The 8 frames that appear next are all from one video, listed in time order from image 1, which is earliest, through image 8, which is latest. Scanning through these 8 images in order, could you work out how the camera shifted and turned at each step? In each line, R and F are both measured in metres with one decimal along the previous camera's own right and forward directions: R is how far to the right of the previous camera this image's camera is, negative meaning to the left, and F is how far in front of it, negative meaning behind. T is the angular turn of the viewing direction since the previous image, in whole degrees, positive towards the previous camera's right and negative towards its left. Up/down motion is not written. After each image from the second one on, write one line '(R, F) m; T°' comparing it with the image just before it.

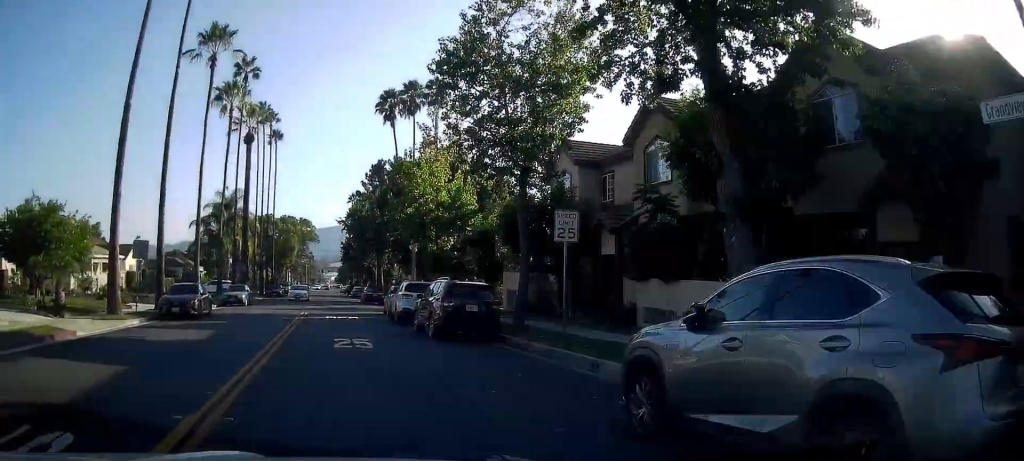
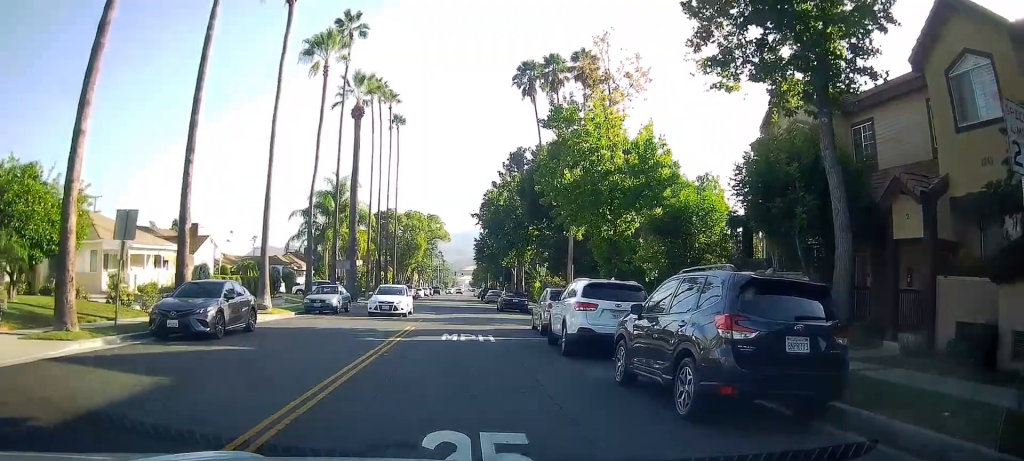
(-3.0, +9.7) m; -20°
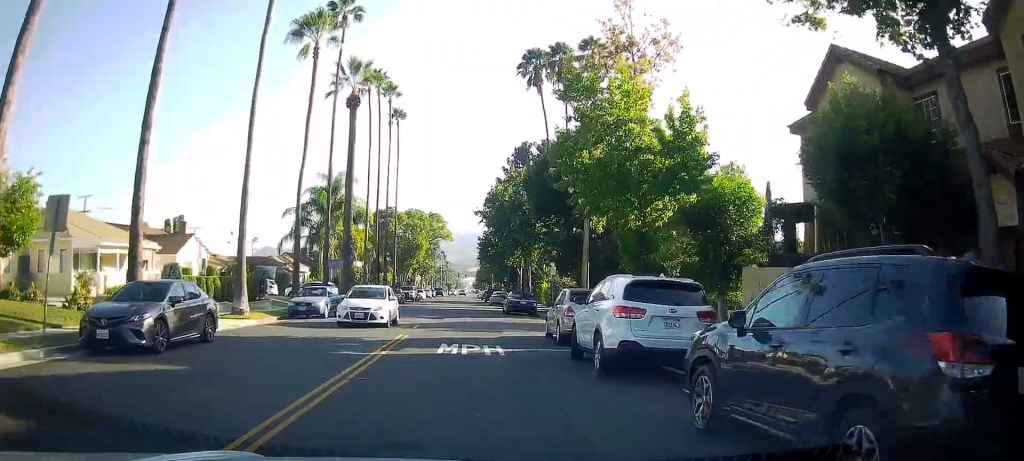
(-0.2, +3.3) m; -1°
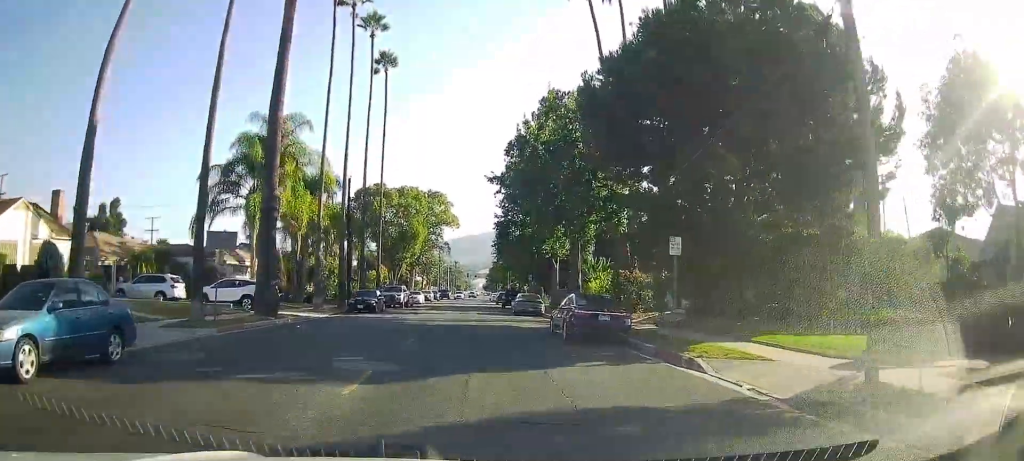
(+0.4, +19.4) m; -1°
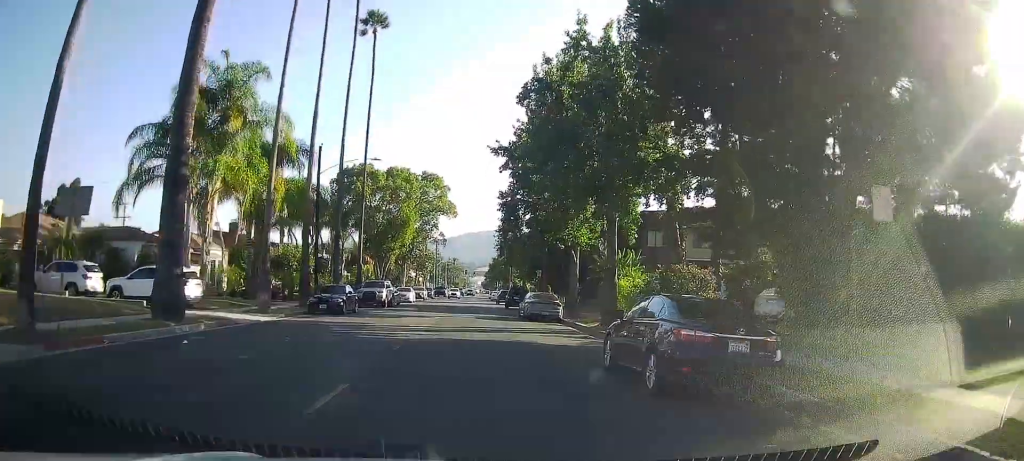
(0.0, +8.0) m; -1°
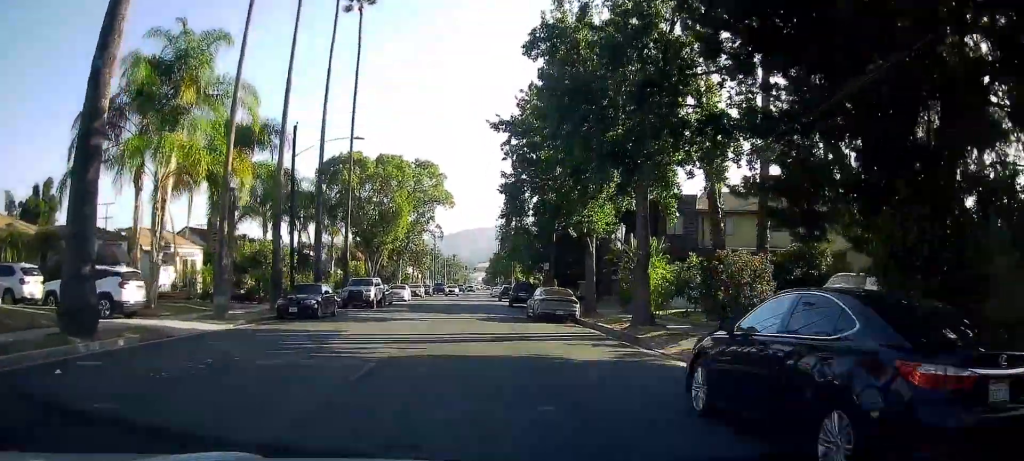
(0.0, +4.8) m; 0°
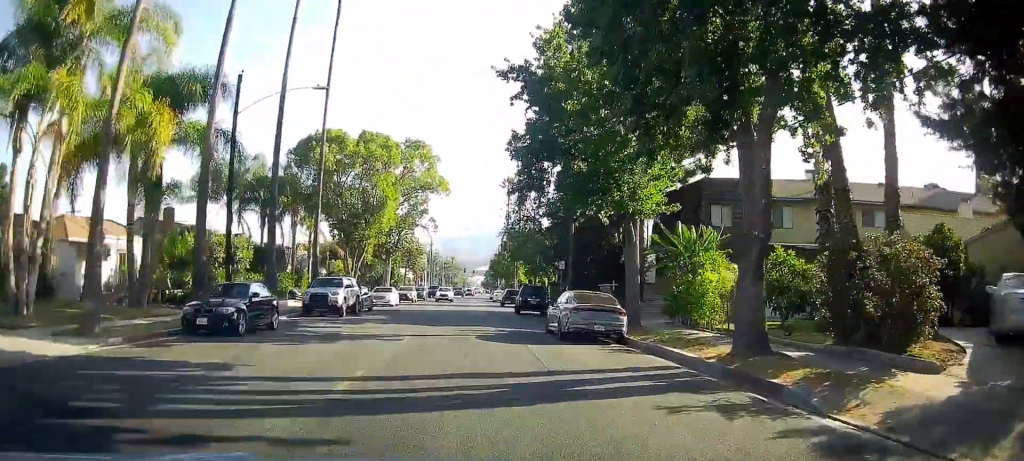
(0.0, +7.5) m; 0°
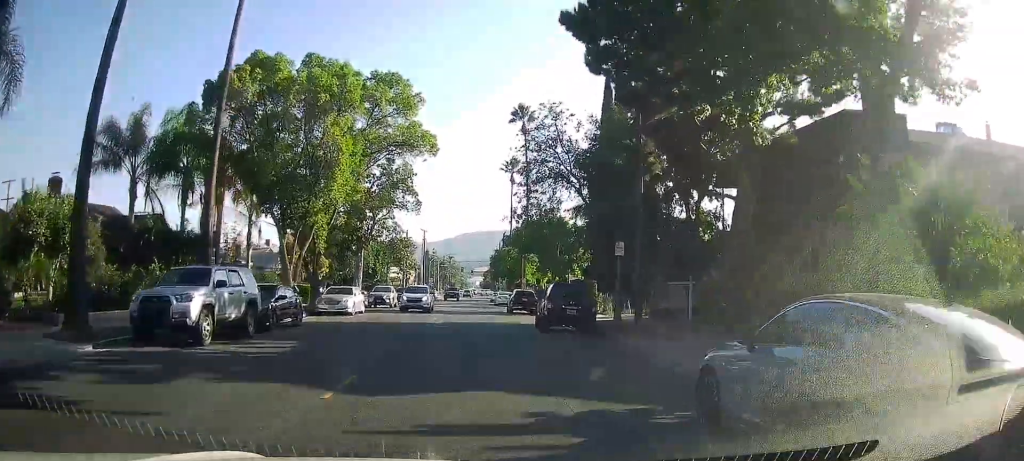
(-0.1, +14.1) m; -1°
